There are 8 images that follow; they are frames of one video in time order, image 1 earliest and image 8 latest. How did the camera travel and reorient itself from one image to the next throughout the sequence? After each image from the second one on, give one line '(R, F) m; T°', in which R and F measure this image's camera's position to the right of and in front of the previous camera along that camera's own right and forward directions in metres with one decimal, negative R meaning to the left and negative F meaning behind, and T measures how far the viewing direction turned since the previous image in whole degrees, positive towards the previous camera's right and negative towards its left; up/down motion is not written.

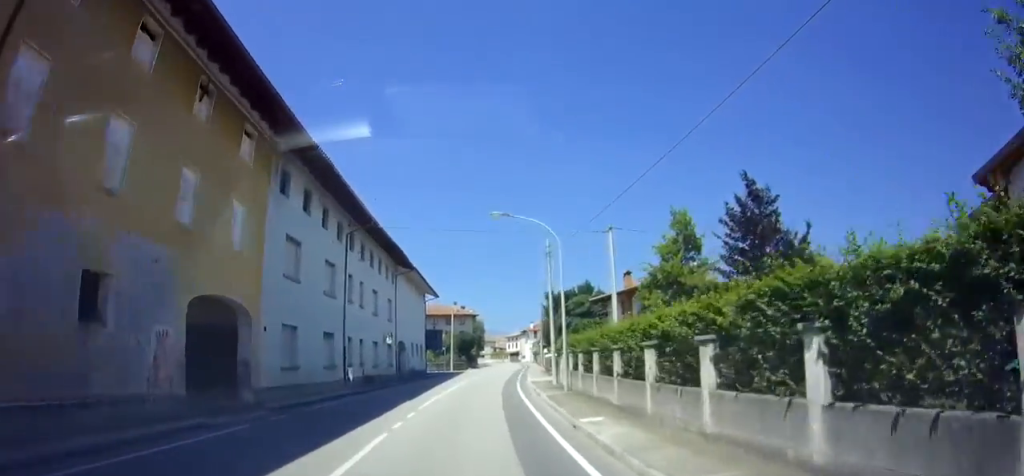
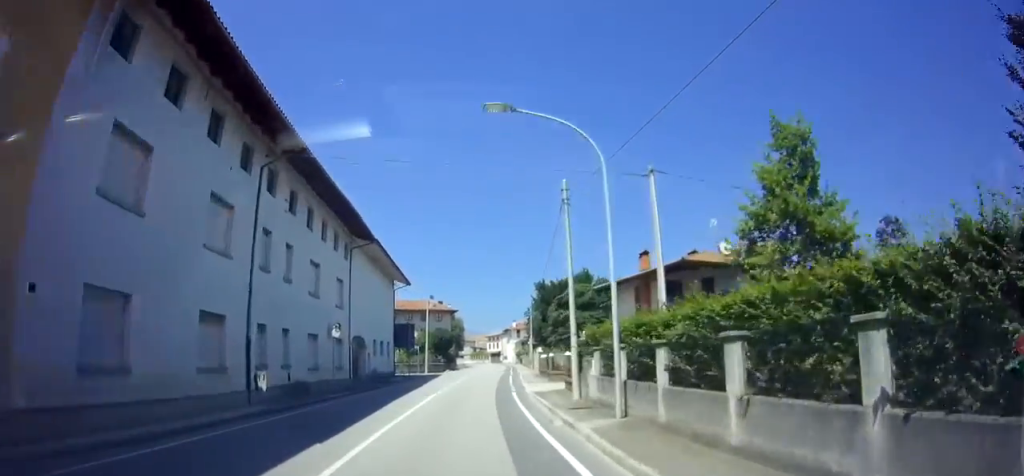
(+0.2, +9.0) m; +1°
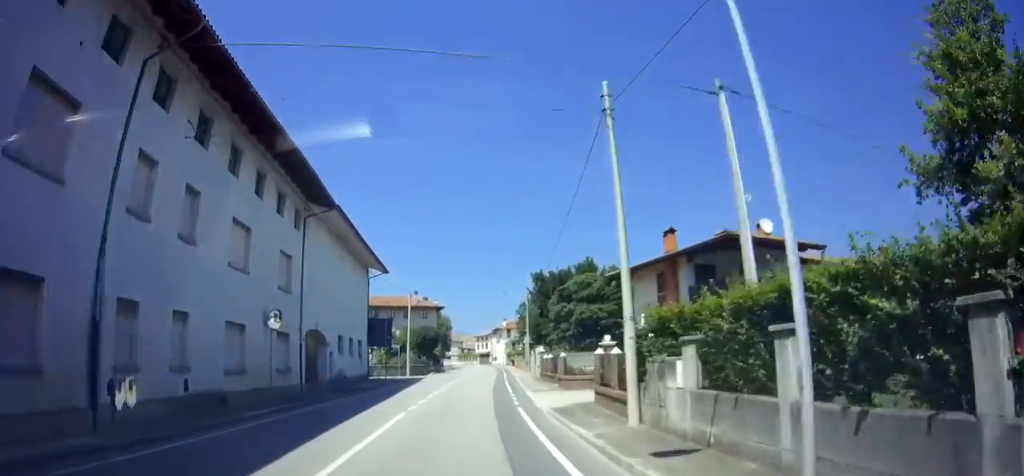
(0.0, +6.6) m; +1°
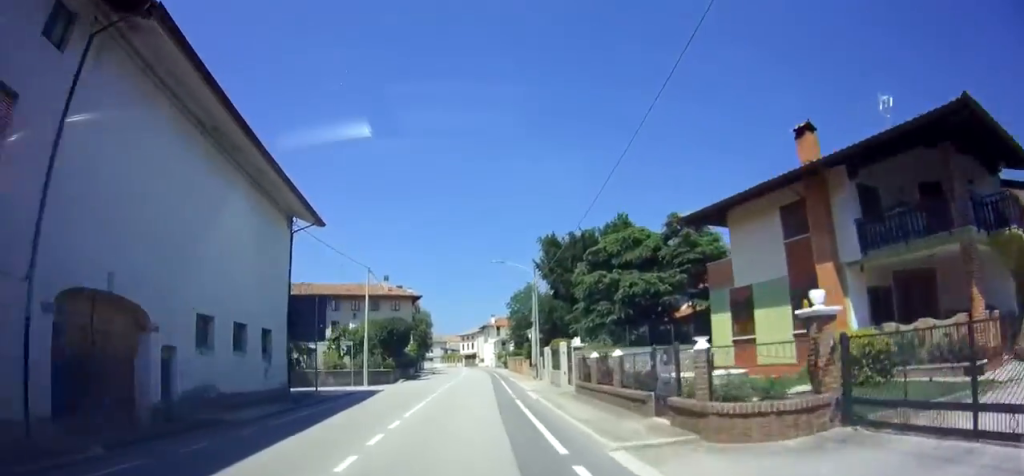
(+0.1, +14.0) m; +1°
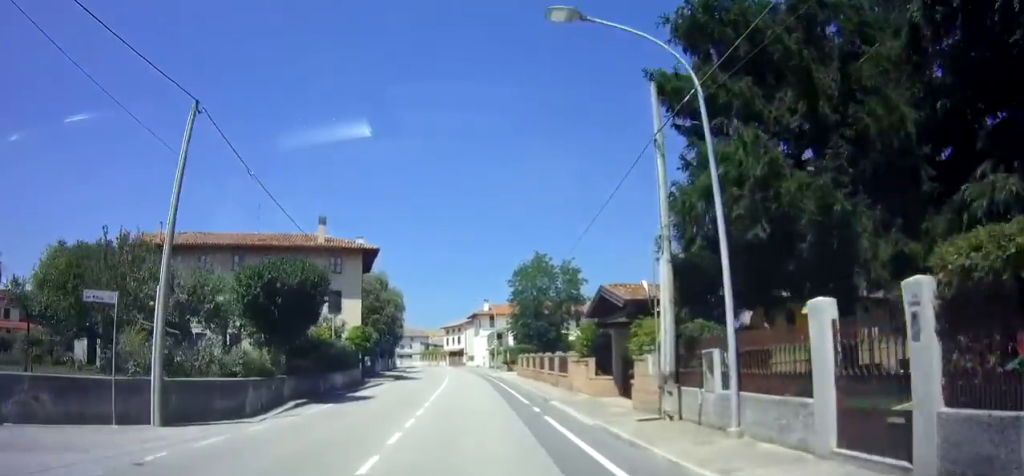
(+0.5, +23.5) m; +2°
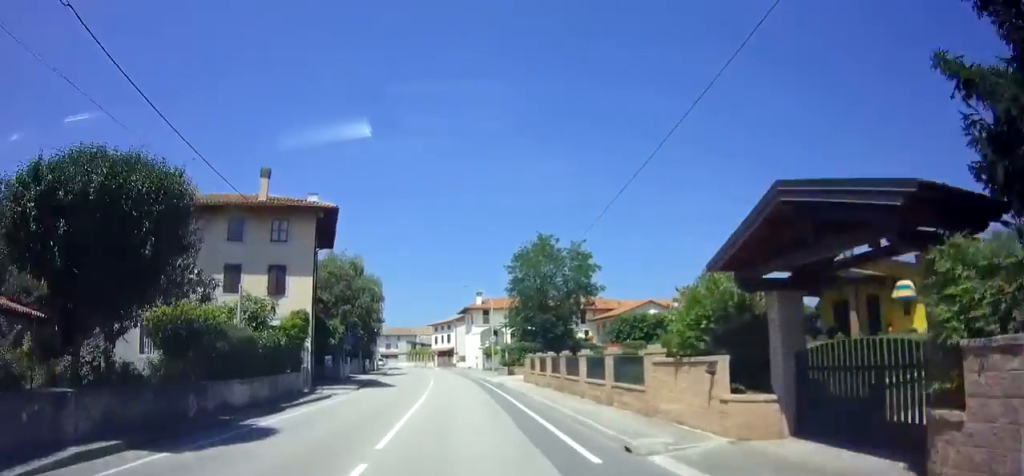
(+0.1, +9.5) m; 0°
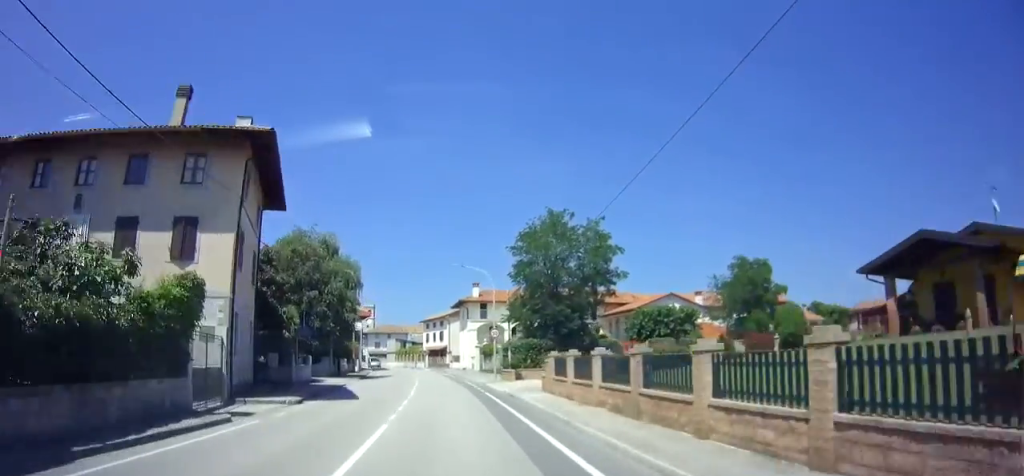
(-0.1, +8.6) m; -1°
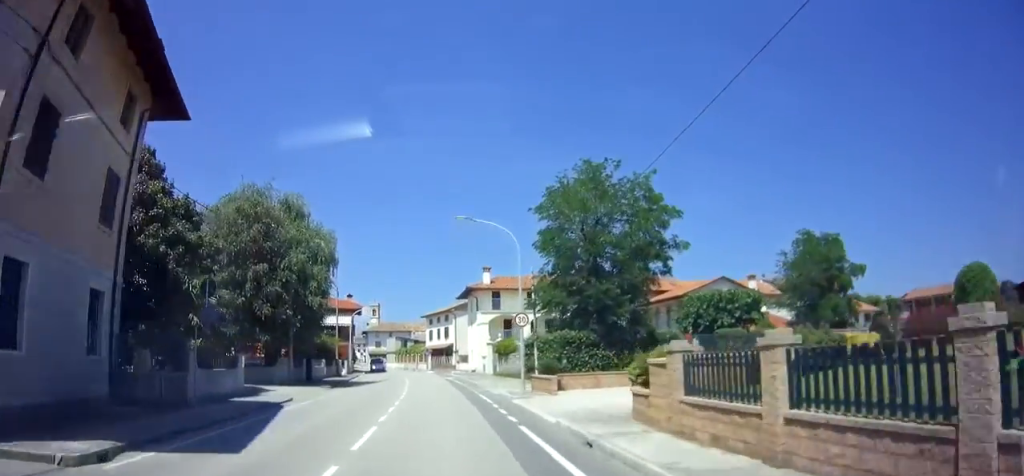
(-0.1, +11.0) m; -2°
